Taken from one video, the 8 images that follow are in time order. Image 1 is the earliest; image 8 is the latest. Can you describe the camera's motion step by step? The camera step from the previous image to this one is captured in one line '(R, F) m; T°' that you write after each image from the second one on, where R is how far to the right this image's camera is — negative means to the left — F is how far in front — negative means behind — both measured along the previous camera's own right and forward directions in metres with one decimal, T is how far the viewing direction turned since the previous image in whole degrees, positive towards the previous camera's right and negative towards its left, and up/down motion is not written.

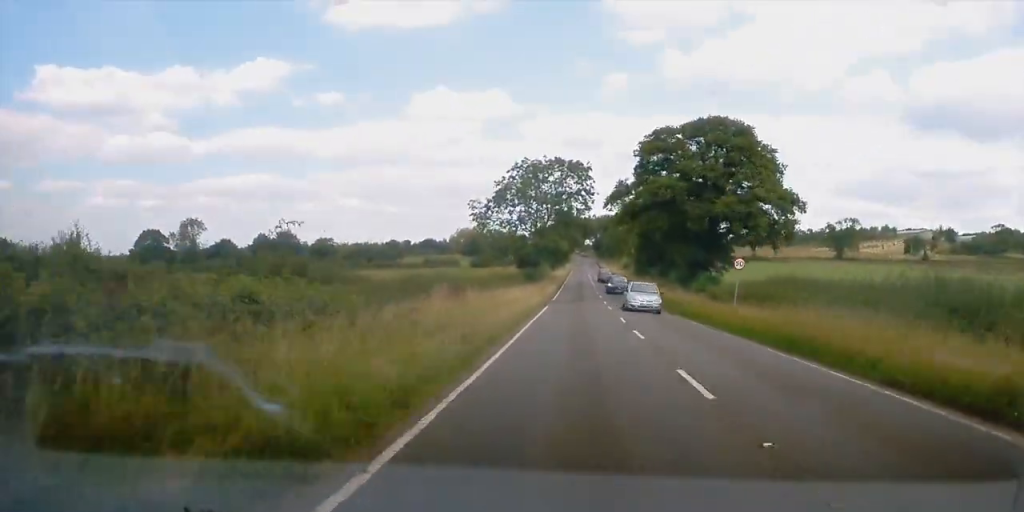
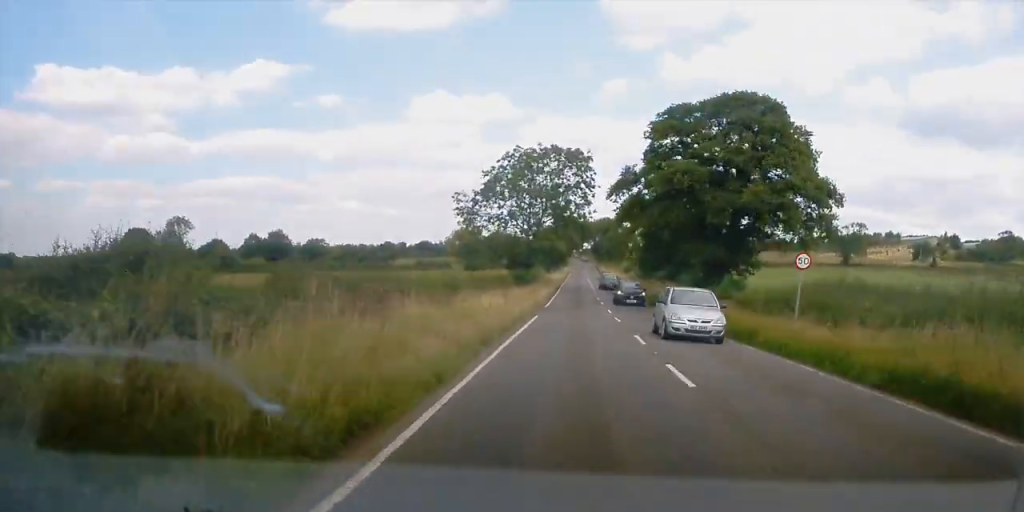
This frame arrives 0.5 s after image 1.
(-0.1, +8.6) m; -1°
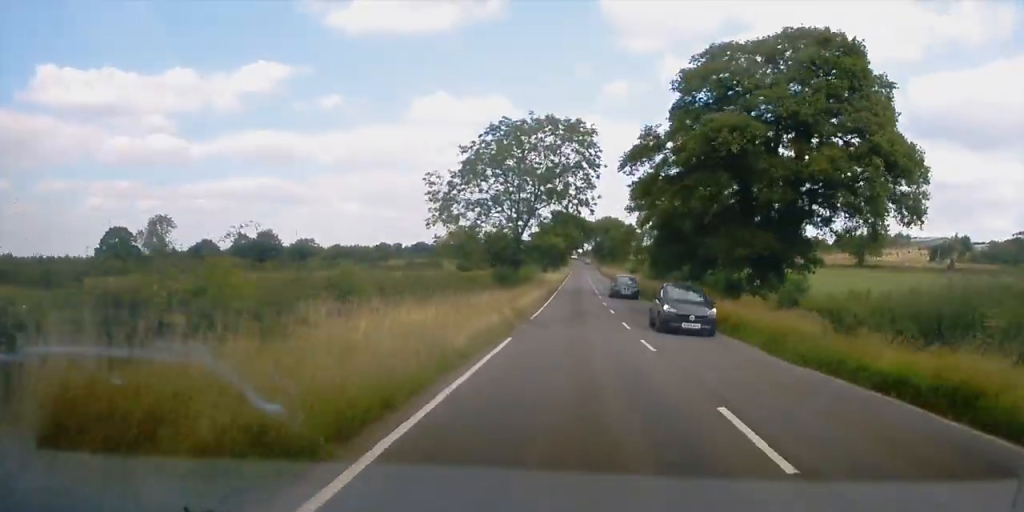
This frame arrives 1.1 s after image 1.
(-0.1, +12.5) m; 0°
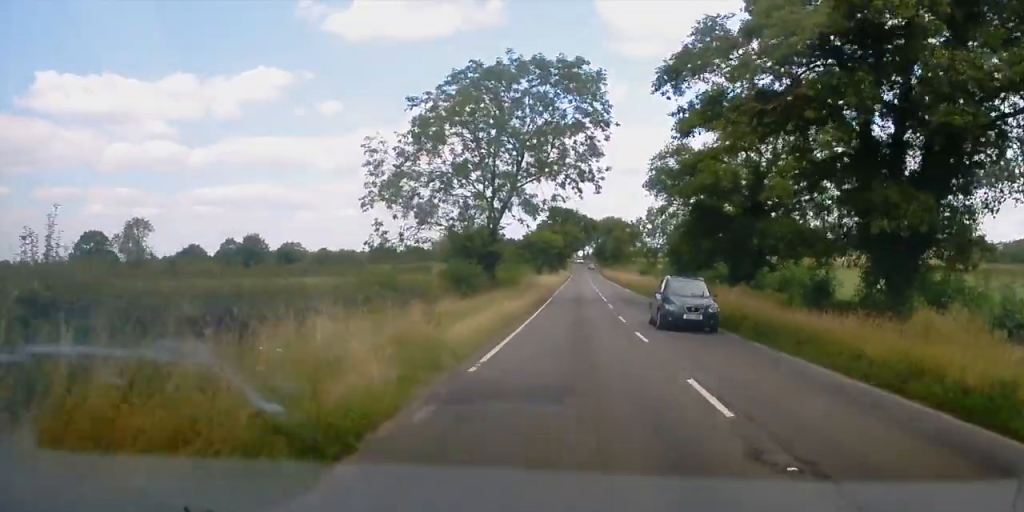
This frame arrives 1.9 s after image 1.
(0.0, +15.4) m; +1°
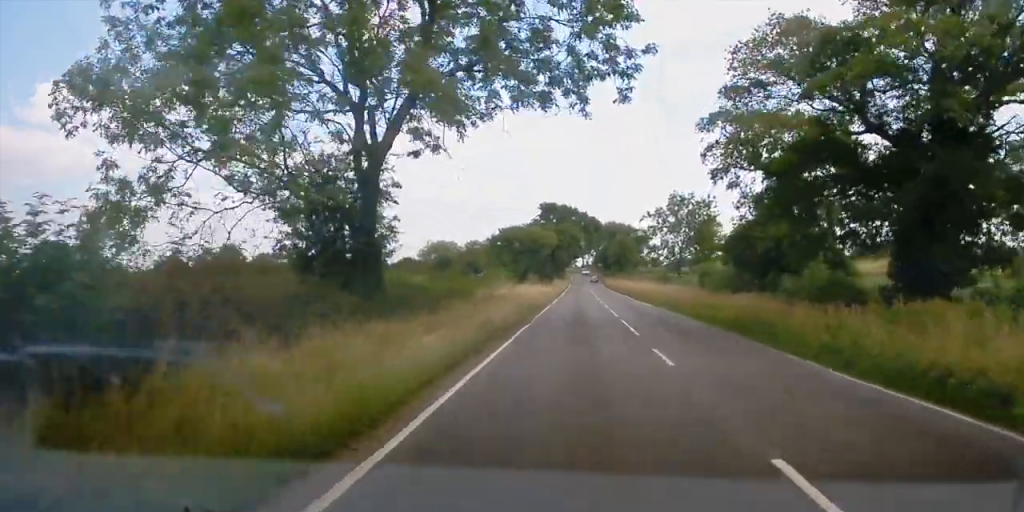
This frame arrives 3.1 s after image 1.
(+0.2, +22.6) m; 0°
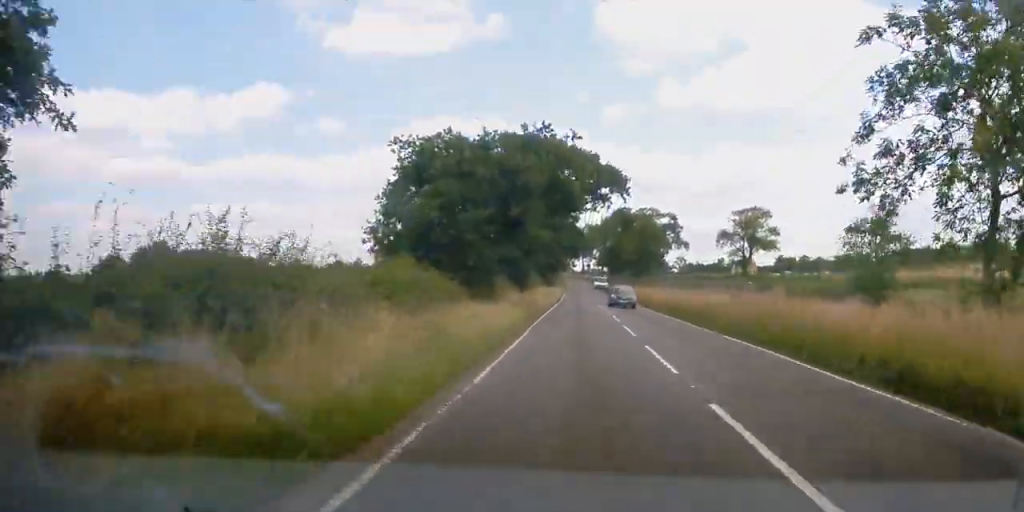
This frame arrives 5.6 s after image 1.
(-0.1, +52.4) m; 0°
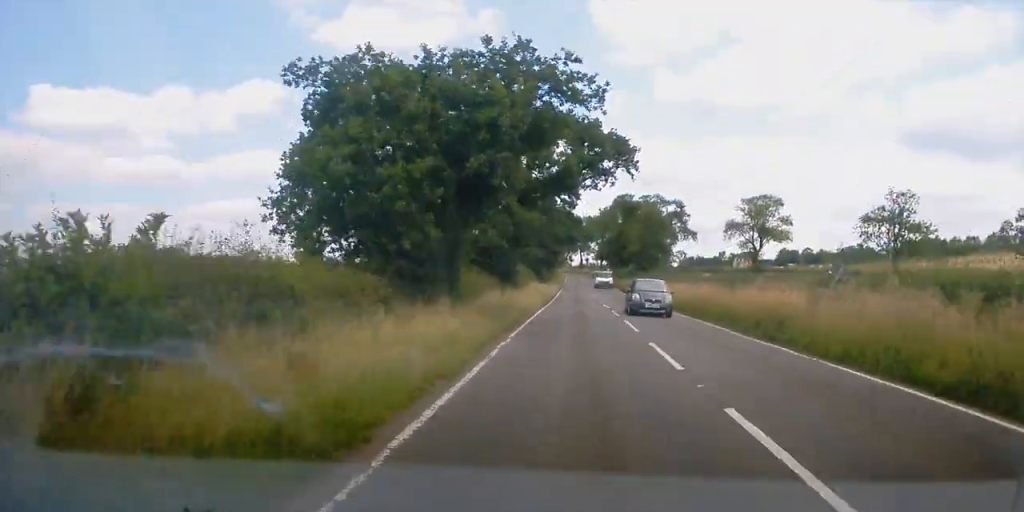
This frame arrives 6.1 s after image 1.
(0.0, +9.9) m; 0°
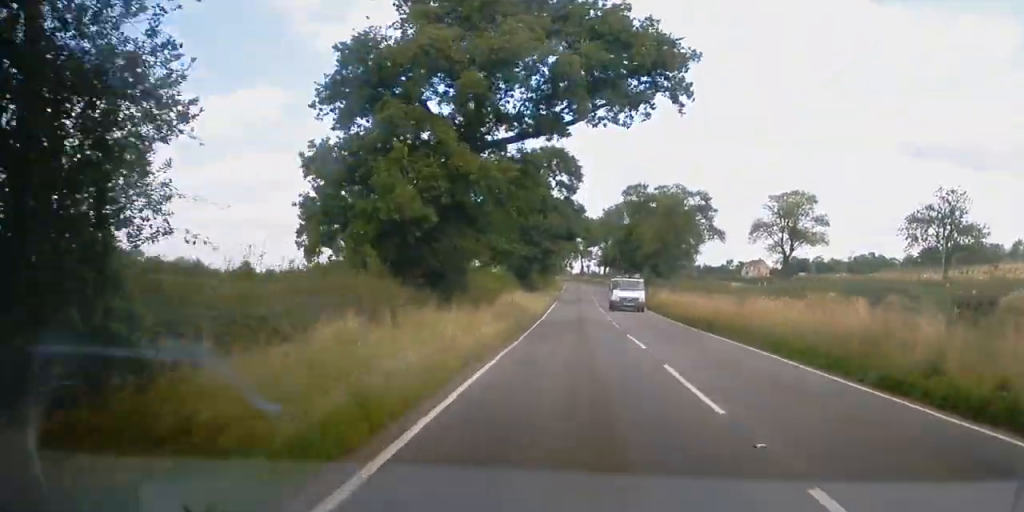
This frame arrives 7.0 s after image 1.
(0.0, +20.4) m; 0°
